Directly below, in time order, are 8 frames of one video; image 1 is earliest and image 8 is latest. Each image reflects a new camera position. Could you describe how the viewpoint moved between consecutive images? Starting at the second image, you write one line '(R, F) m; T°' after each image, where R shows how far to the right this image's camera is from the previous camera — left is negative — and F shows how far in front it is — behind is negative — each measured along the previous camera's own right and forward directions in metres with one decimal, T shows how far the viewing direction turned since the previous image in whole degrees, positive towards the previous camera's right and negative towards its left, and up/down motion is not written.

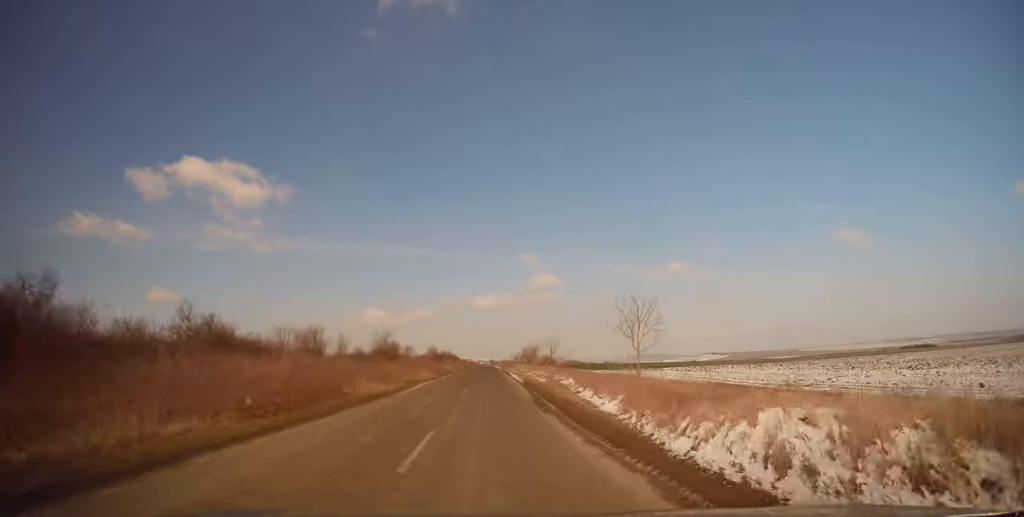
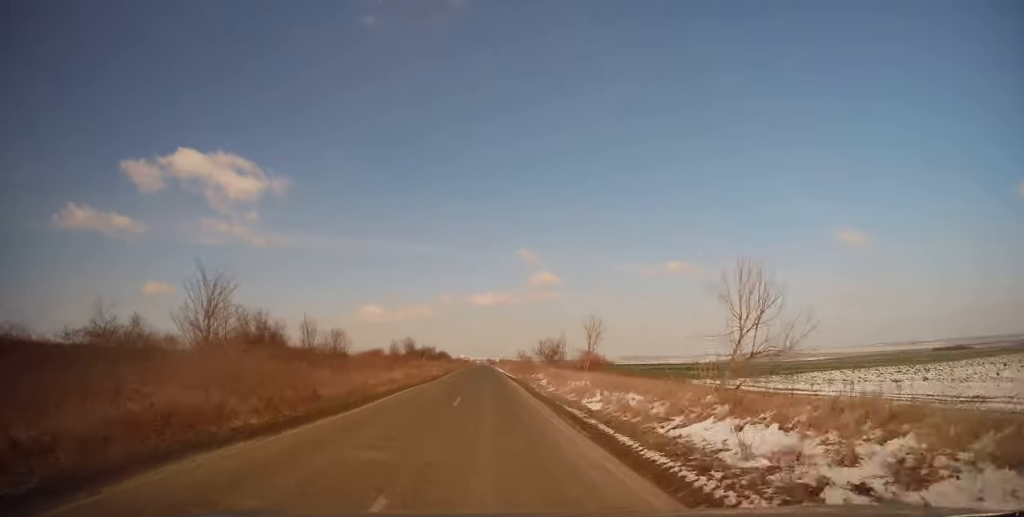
(-0.1, +41.4) m; 0°
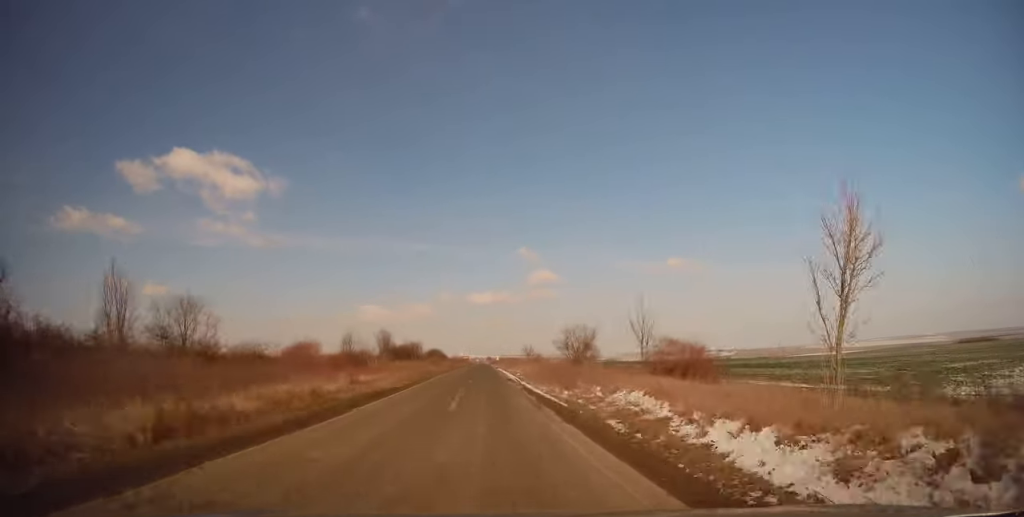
(+0.3, +24.8) m; 0°
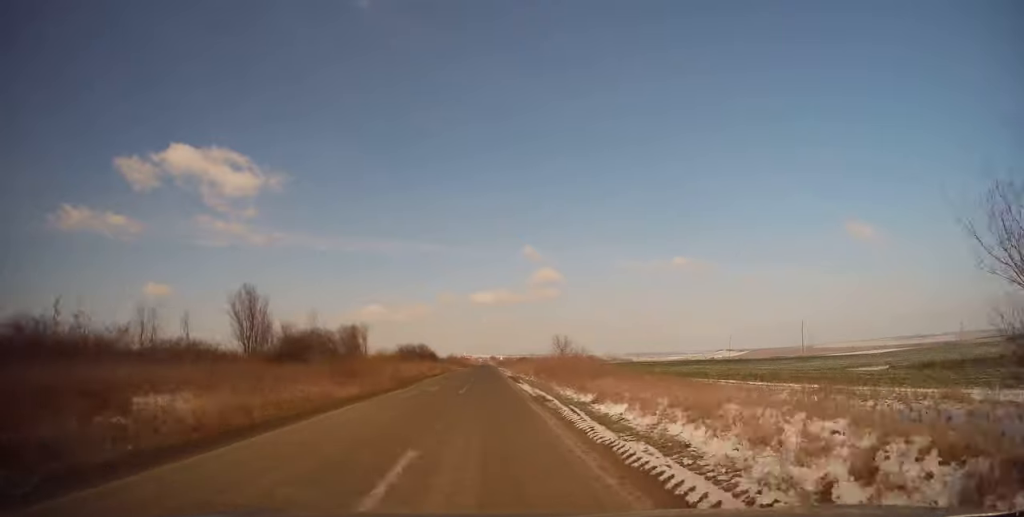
(-0.3, +46.6) m; -1°
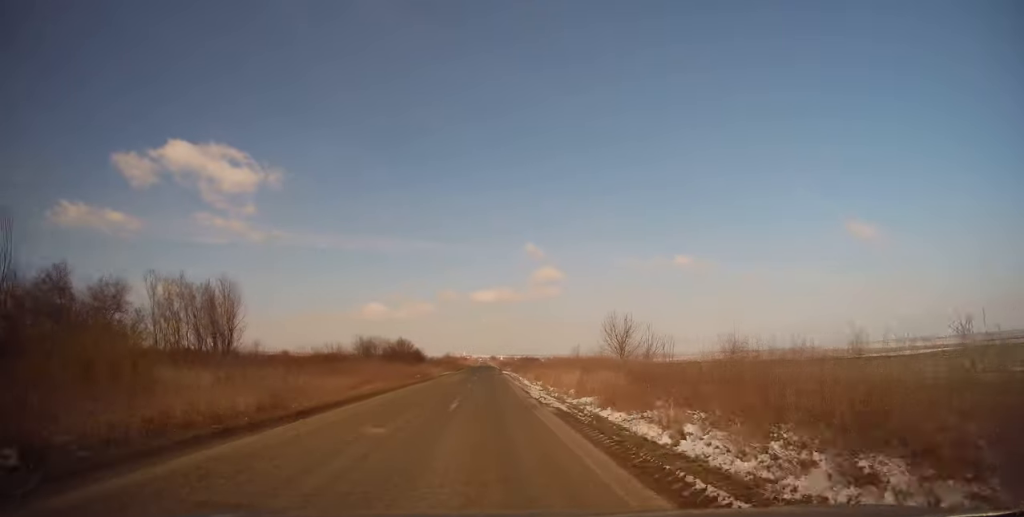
(-0.1, +28.3) m; 0°
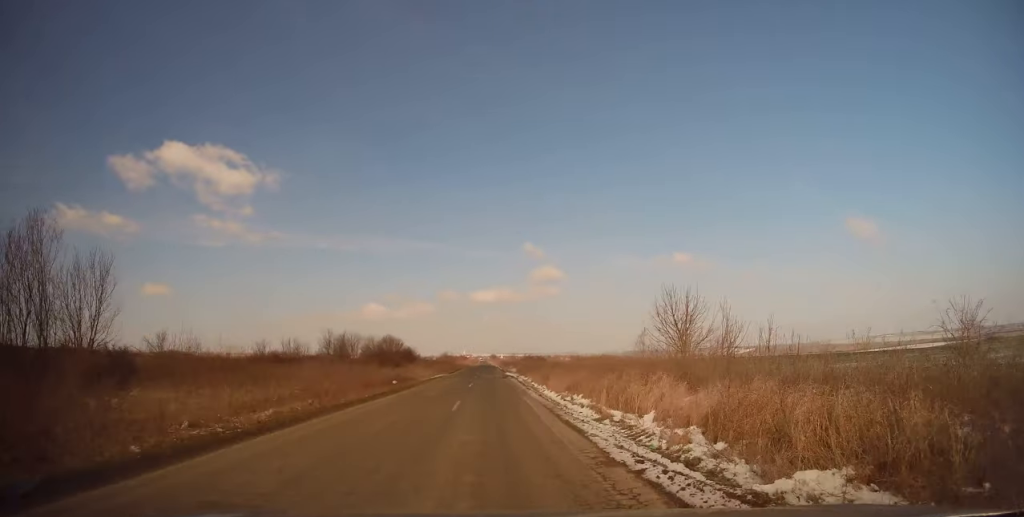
(-0.1, +11.7) m; 0°
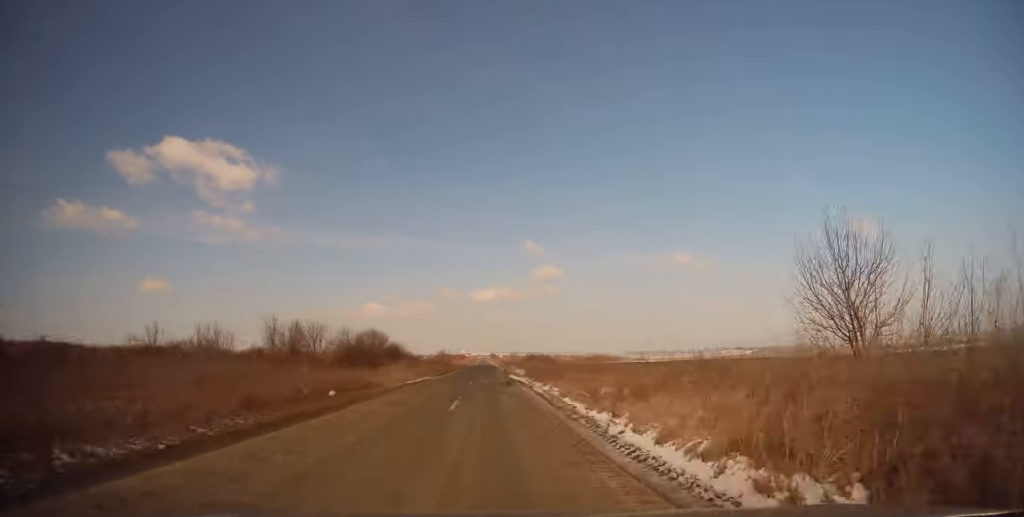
(+0.1, +12.8) m; 0°
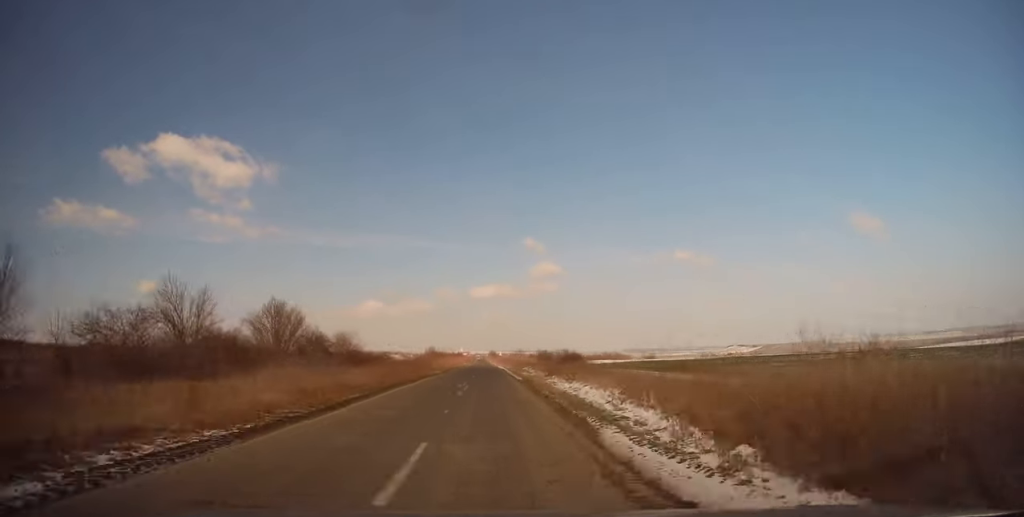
(+0.1, +33.4) m; 0°
